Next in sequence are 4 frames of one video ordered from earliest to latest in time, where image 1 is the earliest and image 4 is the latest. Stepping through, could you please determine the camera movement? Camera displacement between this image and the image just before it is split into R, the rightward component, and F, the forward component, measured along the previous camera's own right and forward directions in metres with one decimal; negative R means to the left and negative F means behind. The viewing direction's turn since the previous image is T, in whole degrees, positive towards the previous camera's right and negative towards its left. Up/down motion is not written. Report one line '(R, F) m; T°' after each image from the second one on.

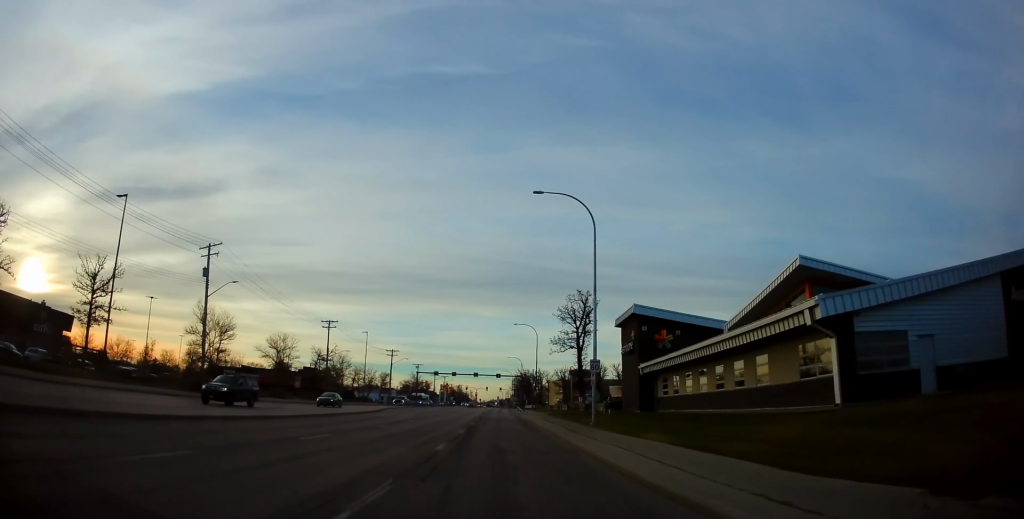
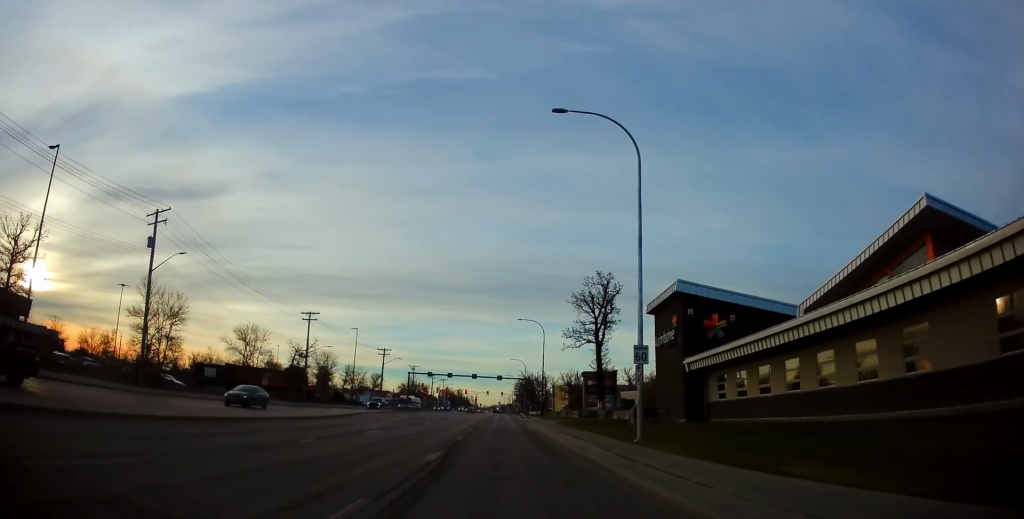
(0.0, +10.8) m; 0°
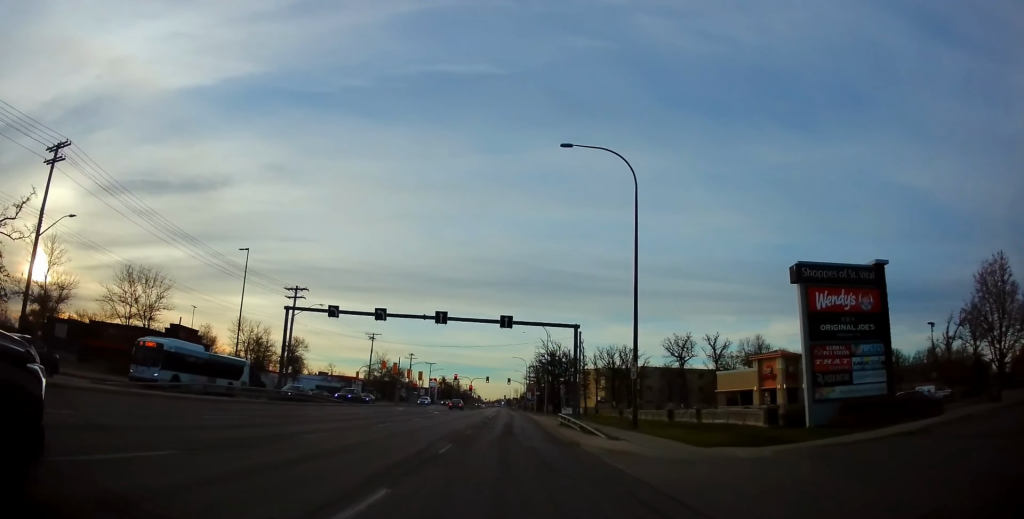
(-0.6, +54.7) m; -1°
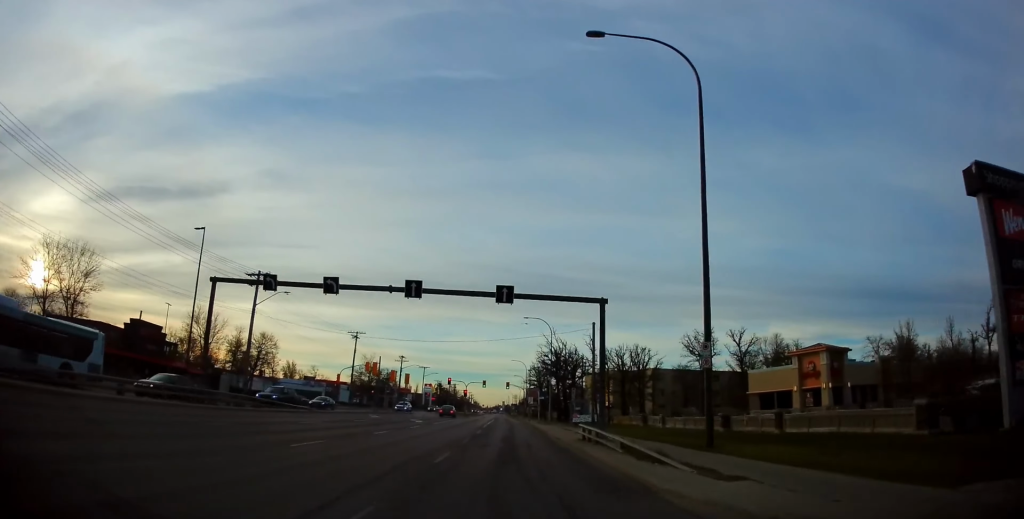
(-0.1, +10.1) m; 0°
